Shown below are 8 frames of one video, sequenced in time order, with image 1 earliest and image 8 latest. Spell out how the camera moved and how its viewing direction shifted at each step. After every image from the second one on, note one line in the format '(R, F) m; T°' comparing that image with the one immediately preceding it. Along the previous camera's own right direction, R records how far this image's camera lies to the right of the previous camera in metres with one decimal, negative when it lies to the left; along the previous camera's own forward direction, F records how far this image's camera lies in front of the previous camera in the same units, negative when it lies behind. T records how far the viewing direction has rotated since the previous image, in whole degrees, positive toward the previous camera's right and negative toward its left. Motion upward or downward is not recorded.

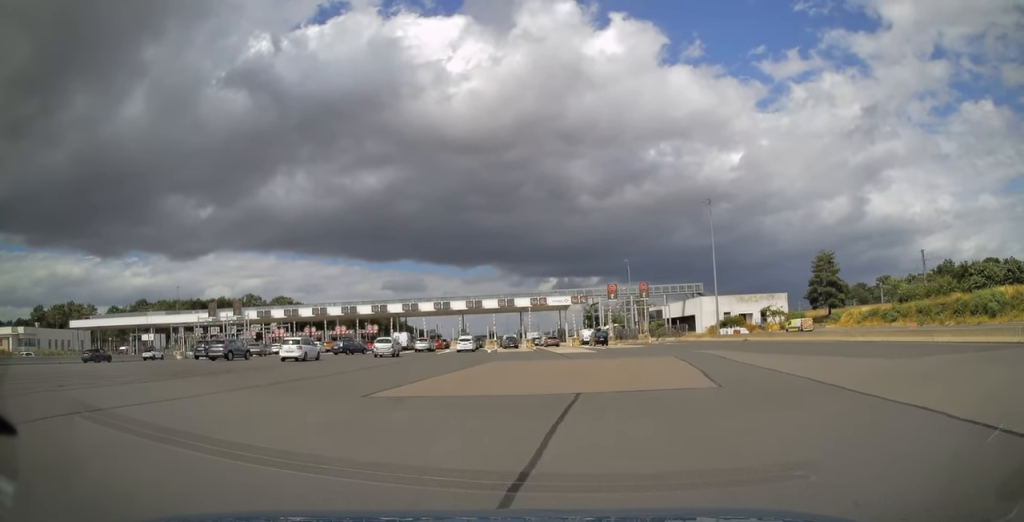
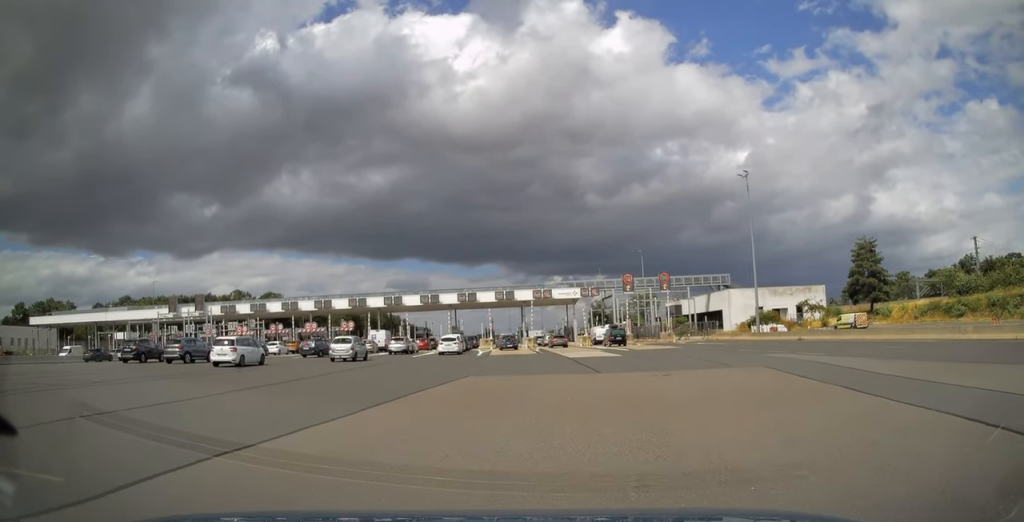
(-0.1, +15.0) m; -1°
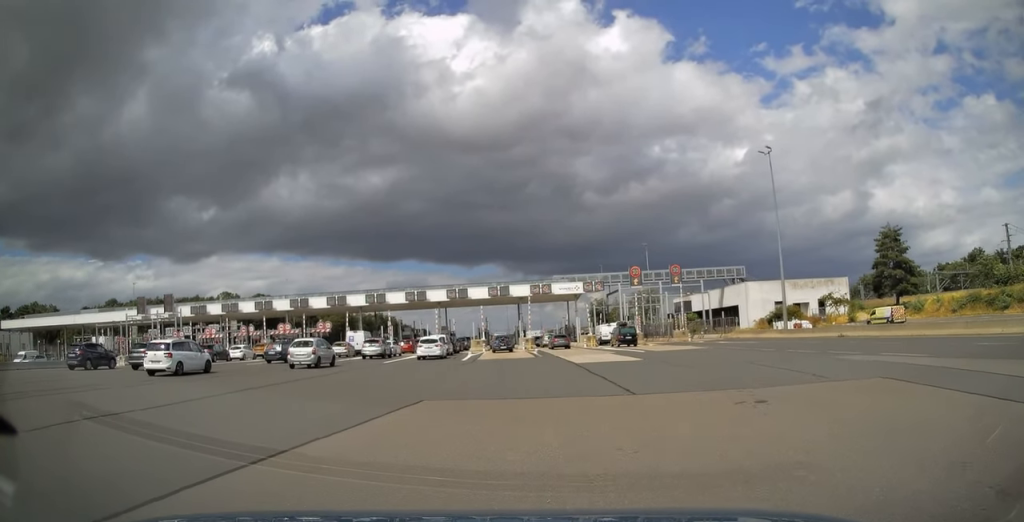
(0.0, +9.1) m; 0°
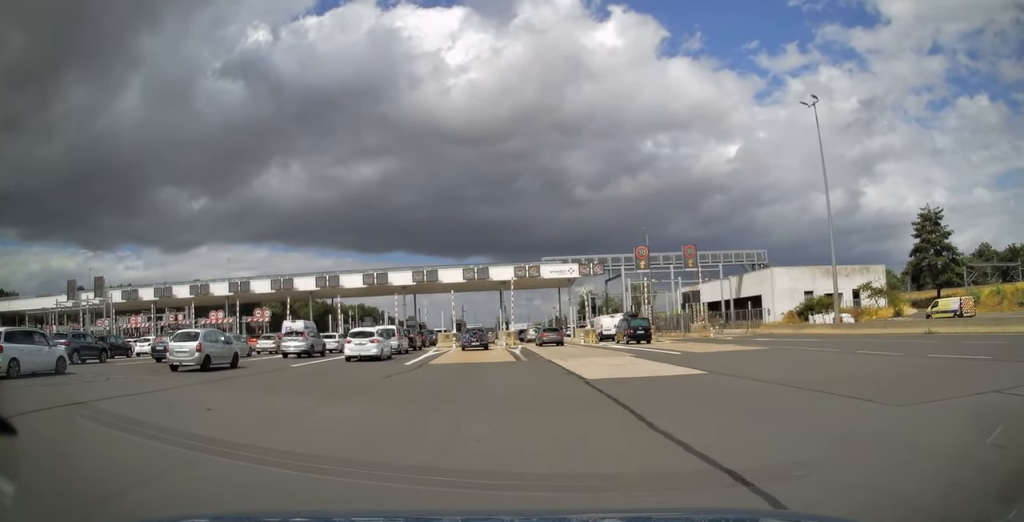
(0.0, +15.3) m; 0°
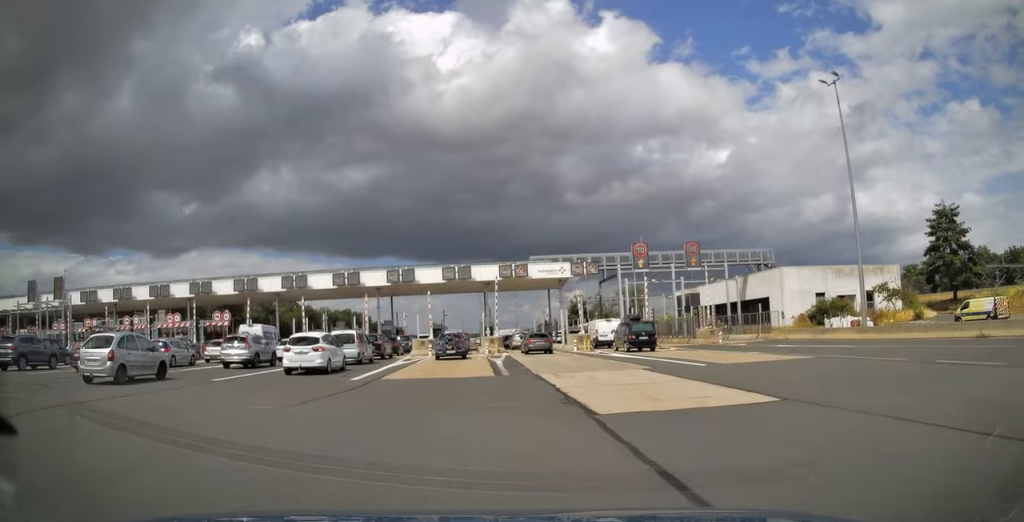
(0.0, +6.8) m; +1°
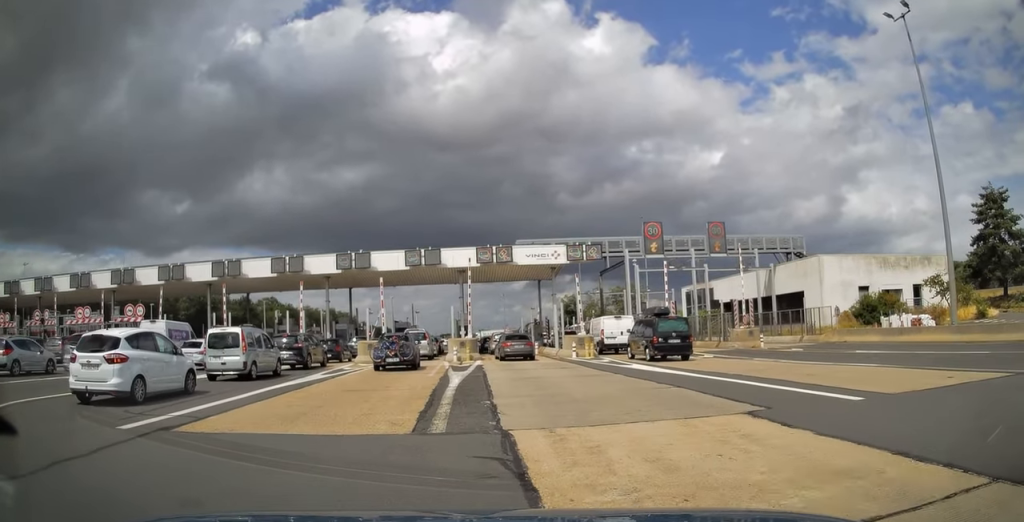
(+0.3, +11.9) m; +3°
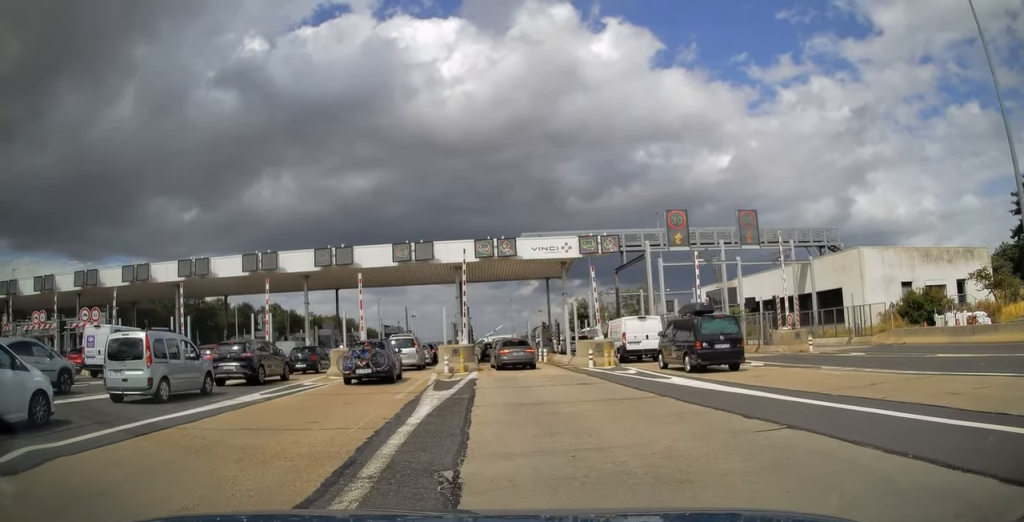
(+0.1, +6.2) m; 0°
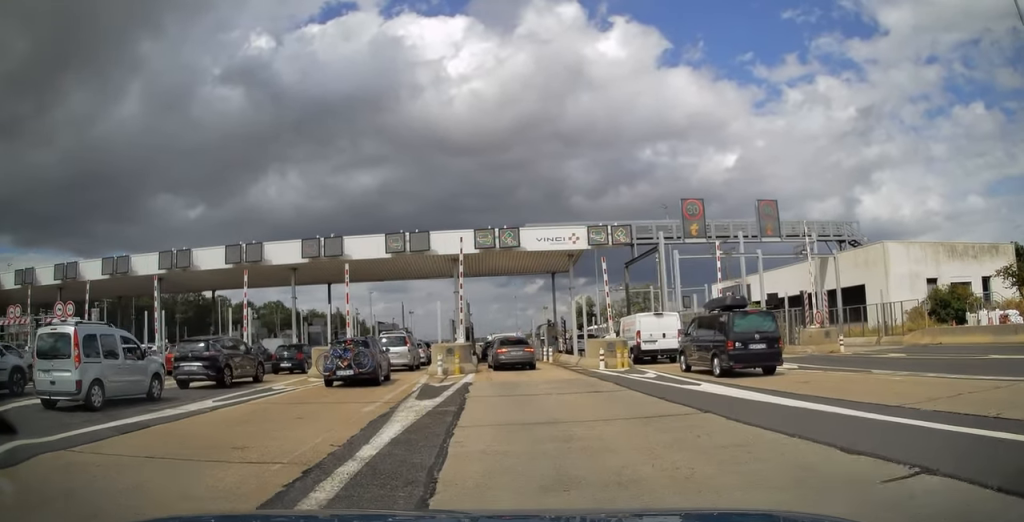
(0.0, +3.2) m; -1°
